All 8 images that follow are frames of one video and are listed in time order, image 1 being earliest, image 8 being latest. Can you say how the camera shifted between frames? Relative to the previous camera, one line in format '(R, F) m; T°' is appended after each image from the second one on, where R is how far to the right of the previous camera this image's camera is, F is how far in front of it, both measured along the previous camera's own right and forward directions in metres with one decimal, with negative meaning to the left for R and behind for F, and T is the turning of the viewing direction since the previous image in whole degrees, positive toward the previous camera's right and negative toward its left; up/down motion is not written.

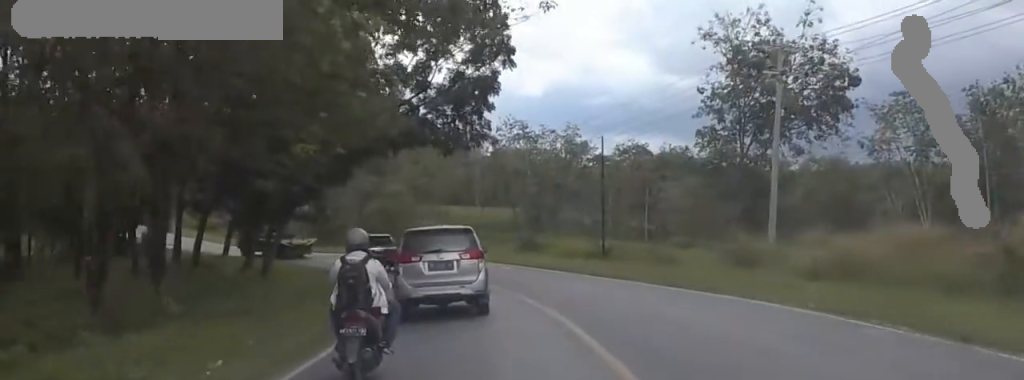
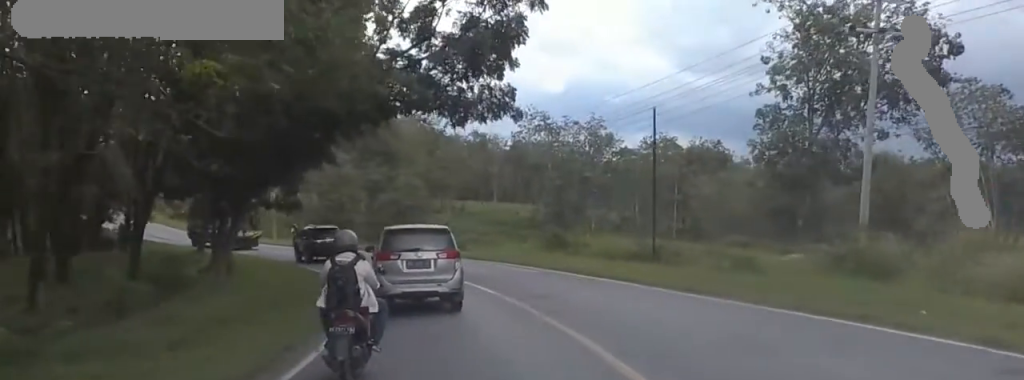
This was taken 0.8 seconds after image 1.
(+1.1, +10.0) m; +5°
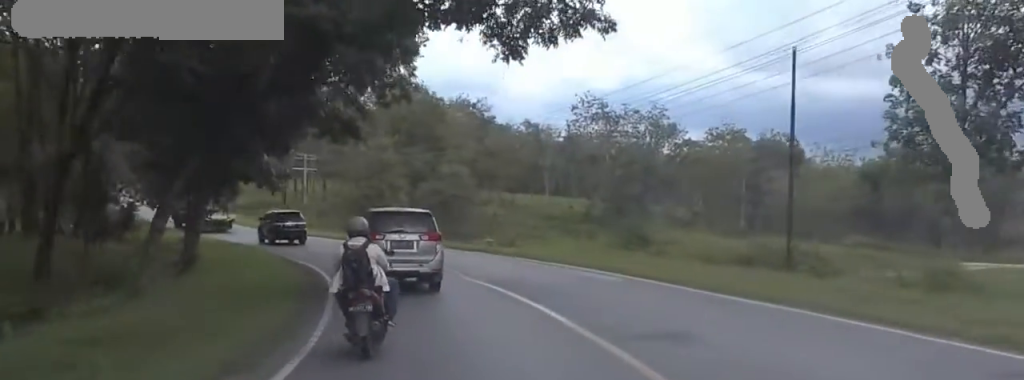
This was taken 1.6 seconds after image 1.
(+0.2, +11.0) m; +1°
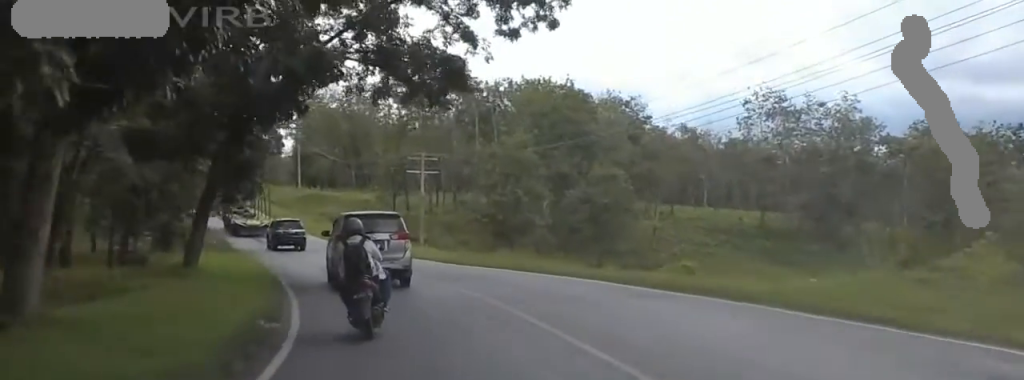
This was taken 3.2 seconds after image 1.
(0.0, +20.0) m; 0°
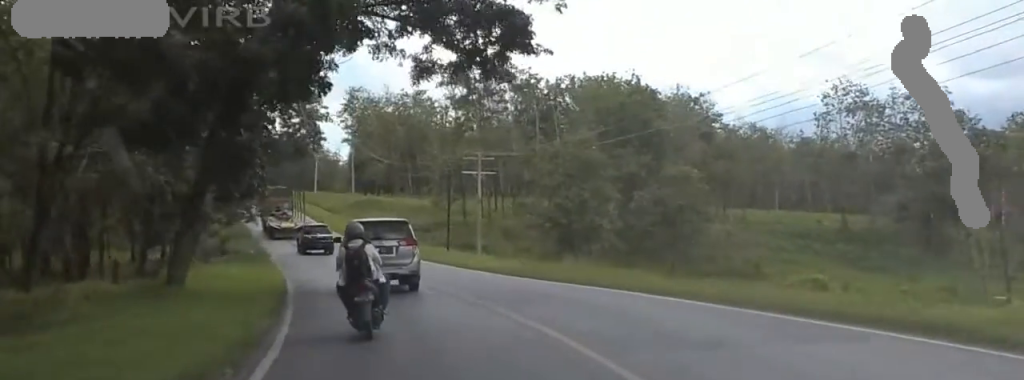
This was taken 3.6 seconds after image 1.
(0.0, +6.1) m; 0°
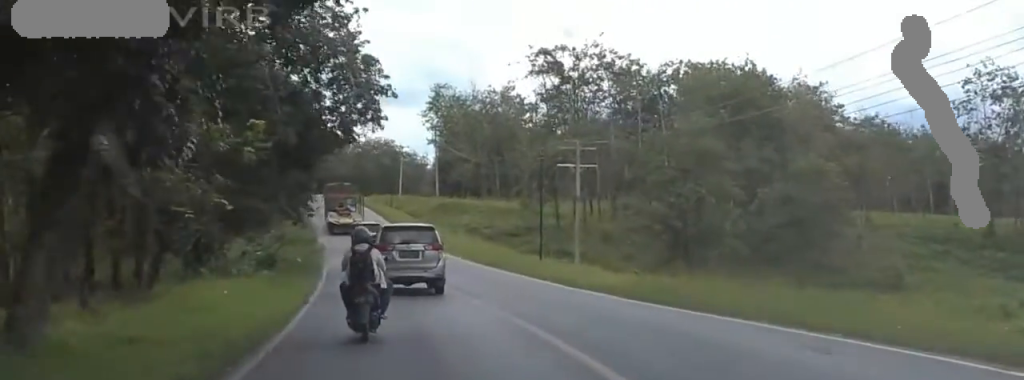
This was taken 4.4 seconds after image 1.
(0.0, +9.6) m; 0°
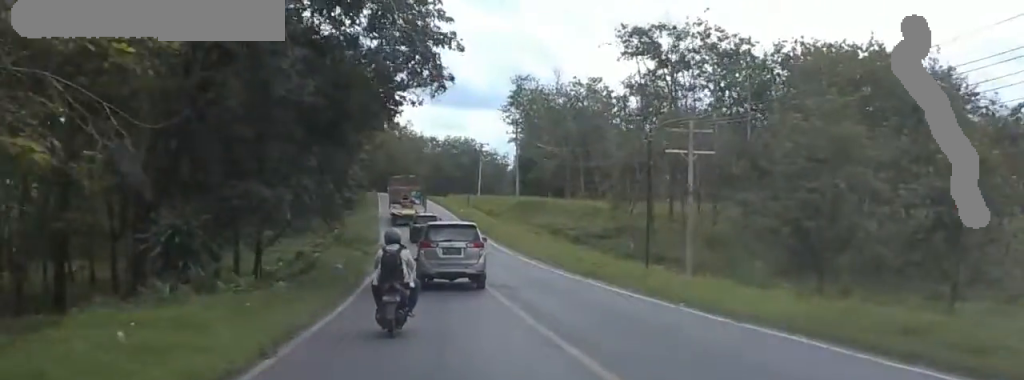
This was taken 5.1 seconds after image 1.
(0.0, +9.0) m; 0°
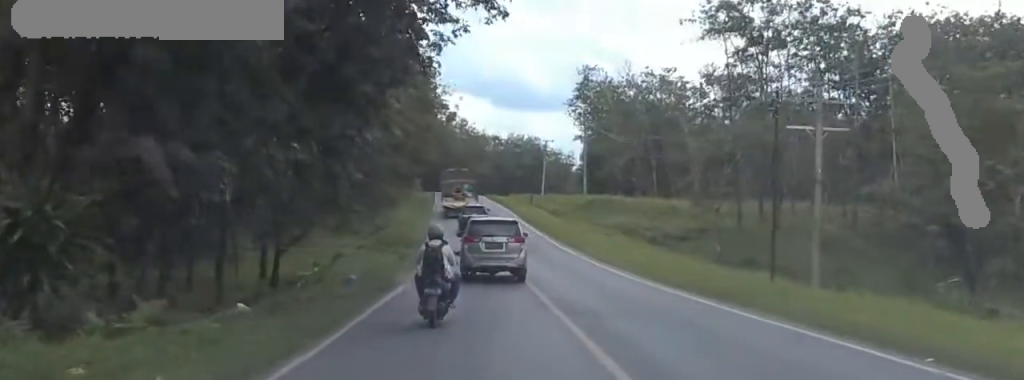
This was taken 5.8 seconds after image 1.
(0.0, +8.5) m; 0°
